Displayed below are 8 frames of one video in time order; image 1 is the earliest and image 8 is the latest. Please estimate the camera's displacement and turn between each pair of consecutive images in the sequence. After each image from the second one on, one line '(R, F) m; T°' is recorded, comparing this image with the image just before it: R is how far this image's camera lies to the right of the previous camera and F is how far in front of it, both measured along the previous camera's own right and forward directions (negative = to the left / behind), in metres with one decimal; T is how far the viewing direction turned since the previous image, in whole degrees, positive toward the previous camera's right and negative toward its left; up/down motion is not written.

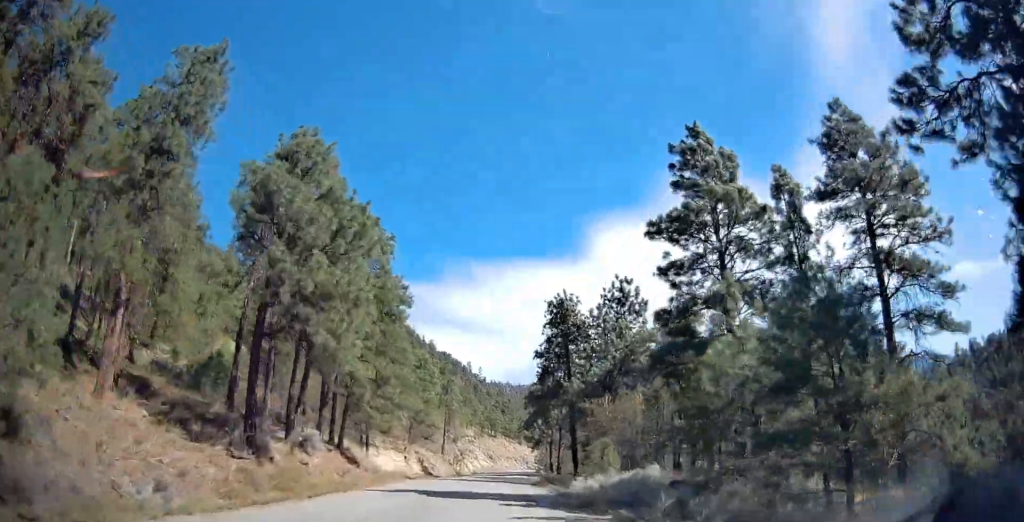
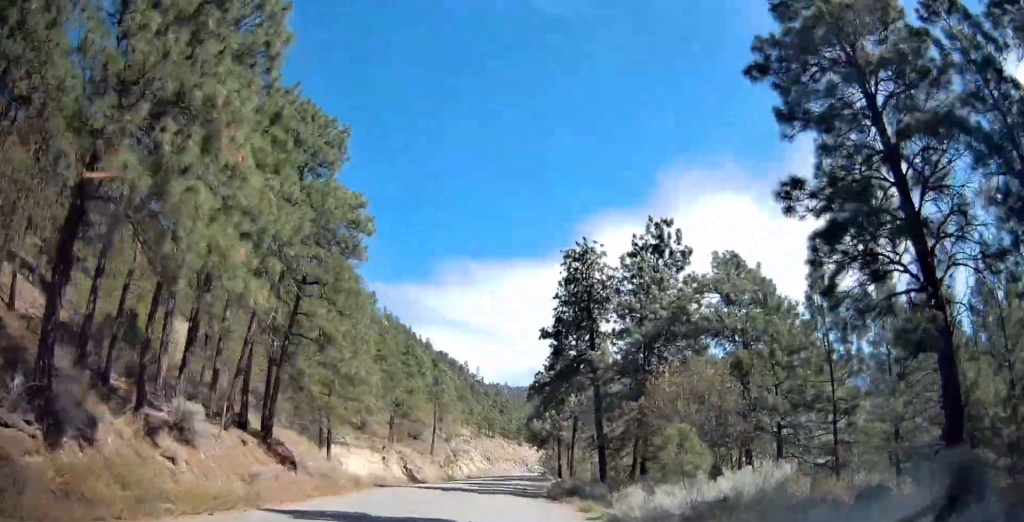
(-0.3, +11.2) m; 0°
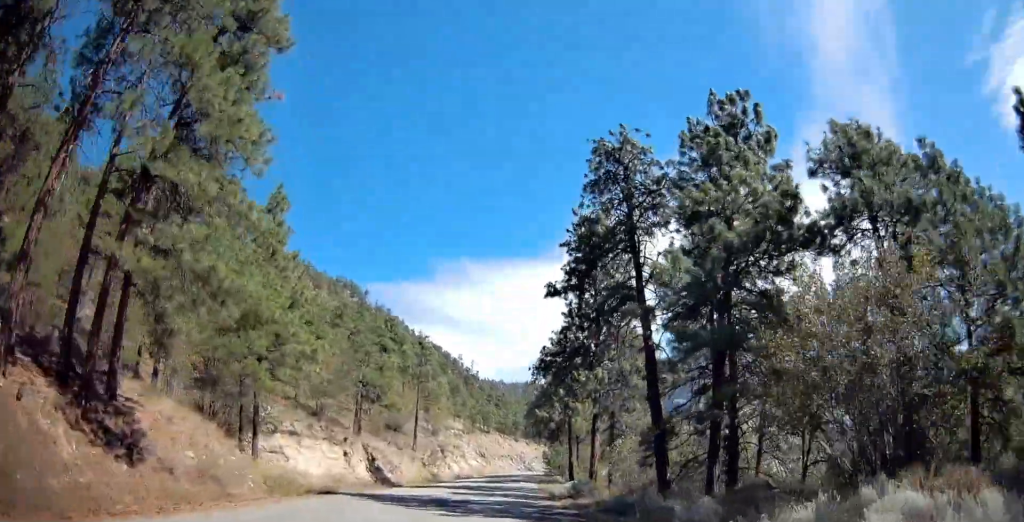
(+0.3, +12.0) m; 0°
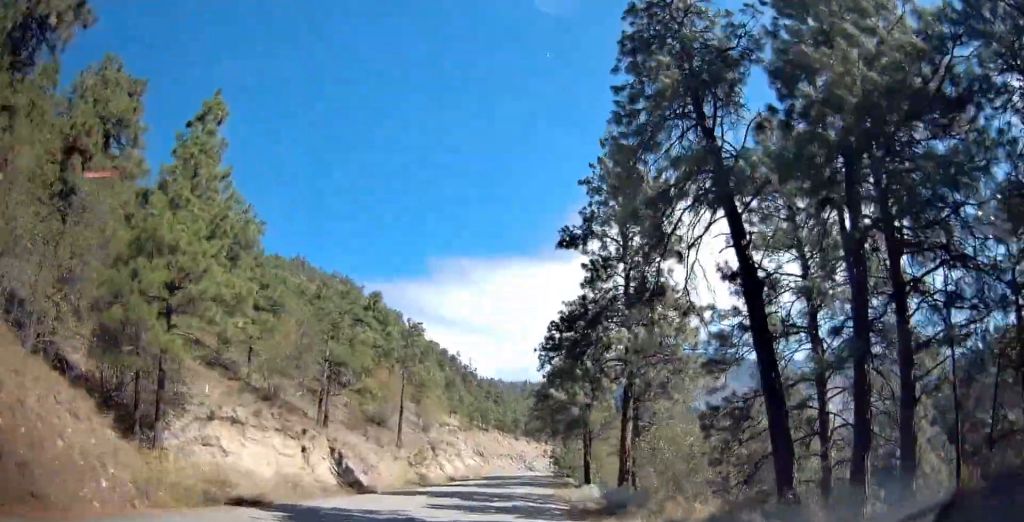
(-0.1, +8.8) m; 0°
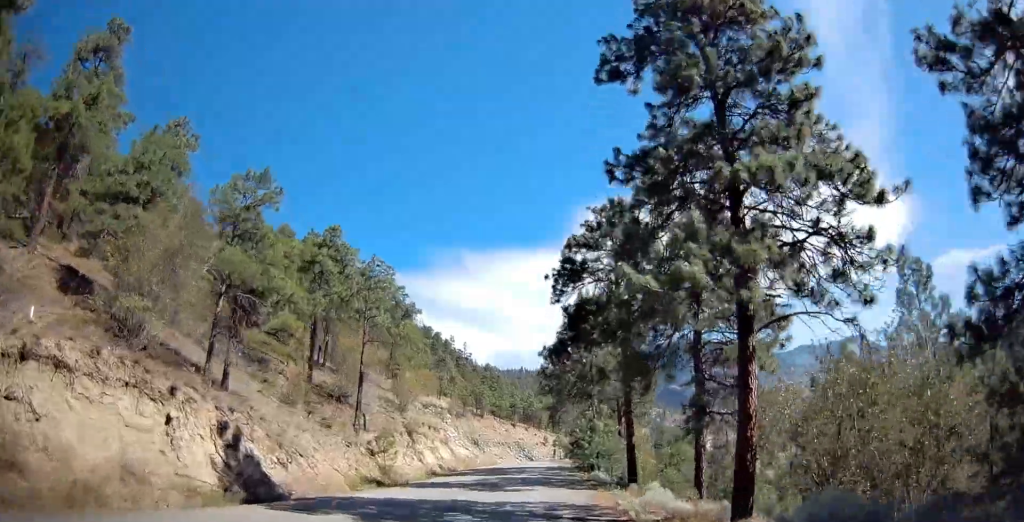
(+0.1, +13.8) m; +1°
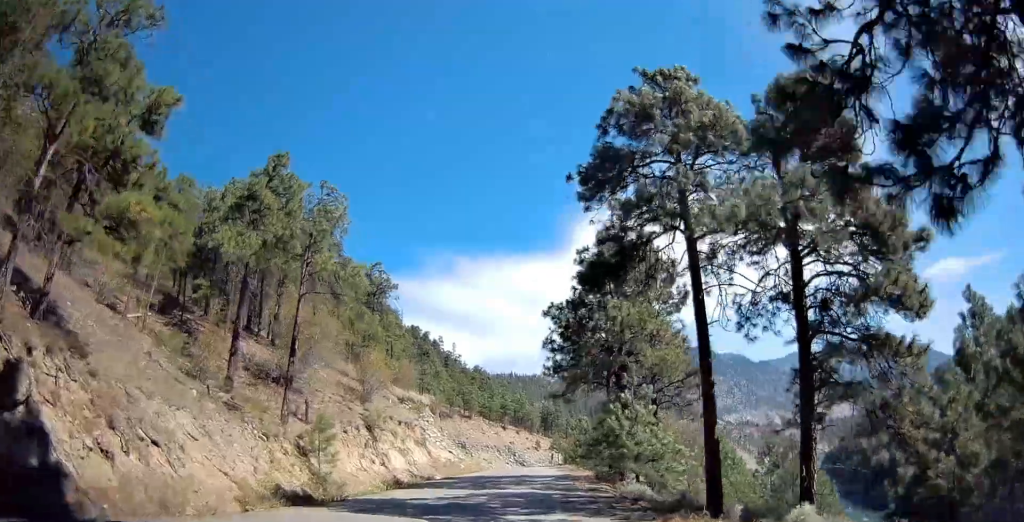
(+0.1, +10.8) m; +1°
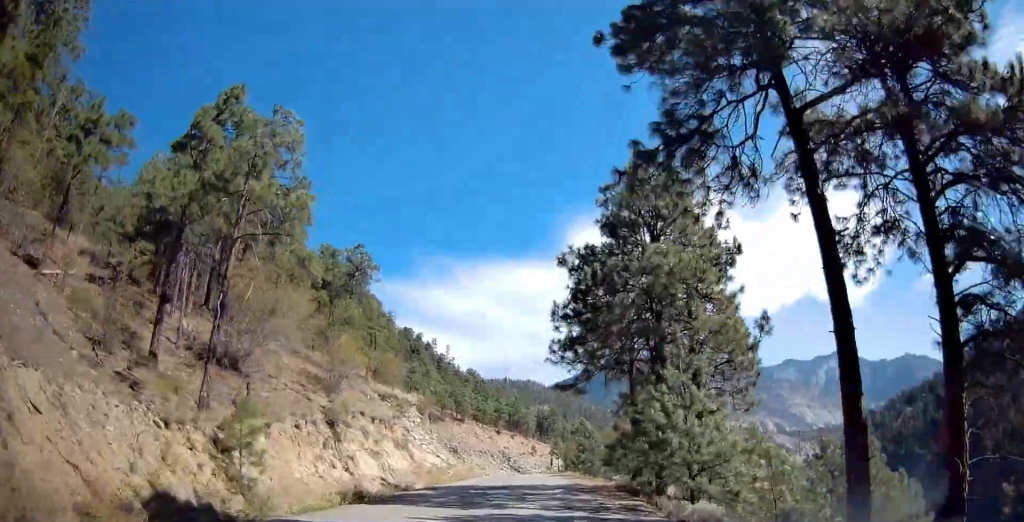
(-0.2, +6.9) m; 0°
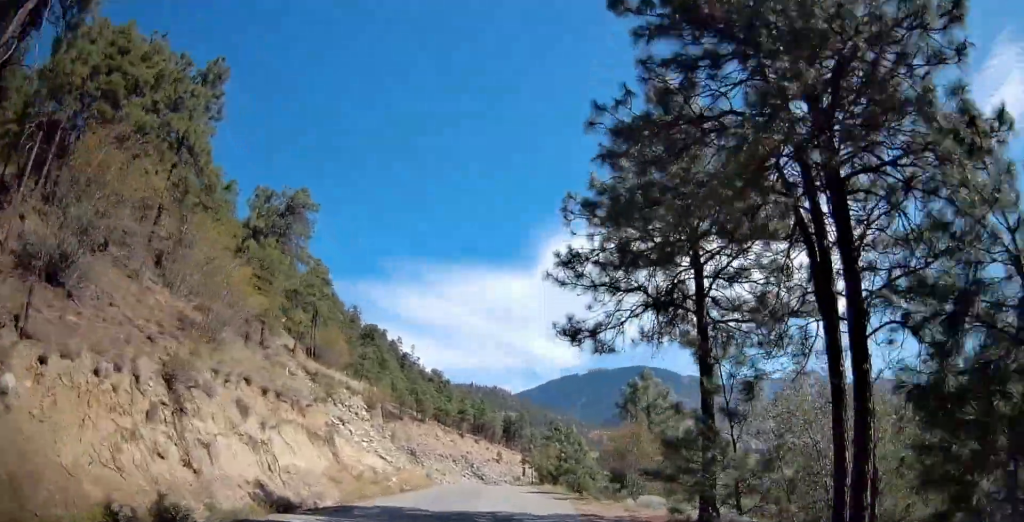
(+0.5, +12.0) m; 0°
